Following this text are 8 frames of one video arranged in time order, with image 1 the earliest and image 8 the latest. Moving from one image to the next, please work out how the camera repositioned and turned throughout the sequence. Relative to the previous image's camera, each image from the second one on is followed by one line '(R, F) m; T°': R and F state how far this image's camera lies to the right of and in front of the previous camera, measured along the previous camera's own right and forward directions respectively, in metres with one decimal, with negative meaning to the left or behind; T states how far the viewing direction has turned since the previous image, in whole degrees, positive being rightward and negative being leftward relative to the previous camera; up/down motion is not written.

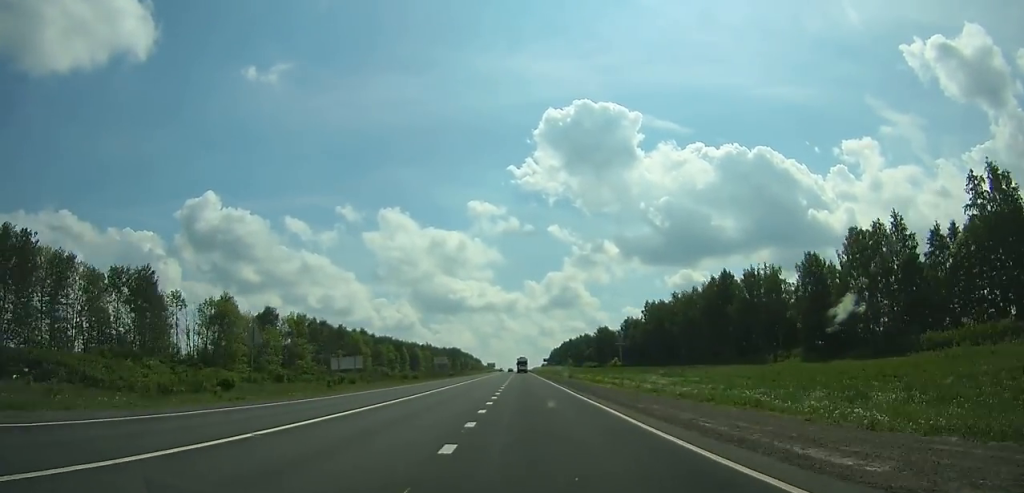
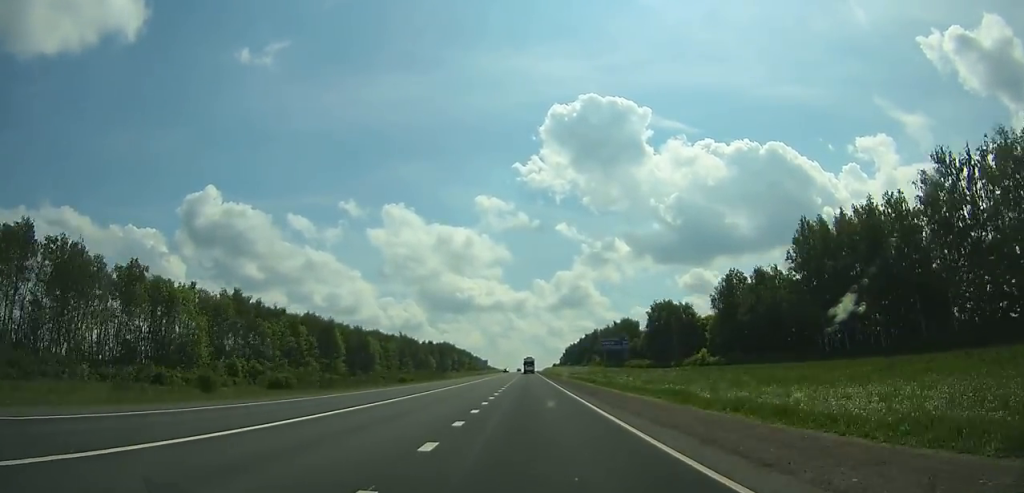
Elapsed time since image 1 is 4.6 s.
(-0.9, +115.0) m; -1°
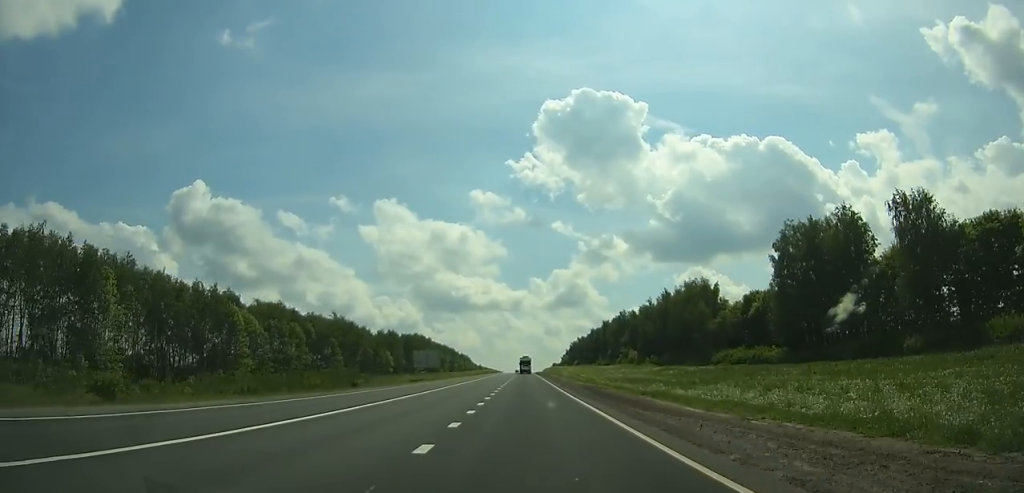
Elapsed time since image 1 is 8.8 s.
(-0.2, +100.5) m; 0°
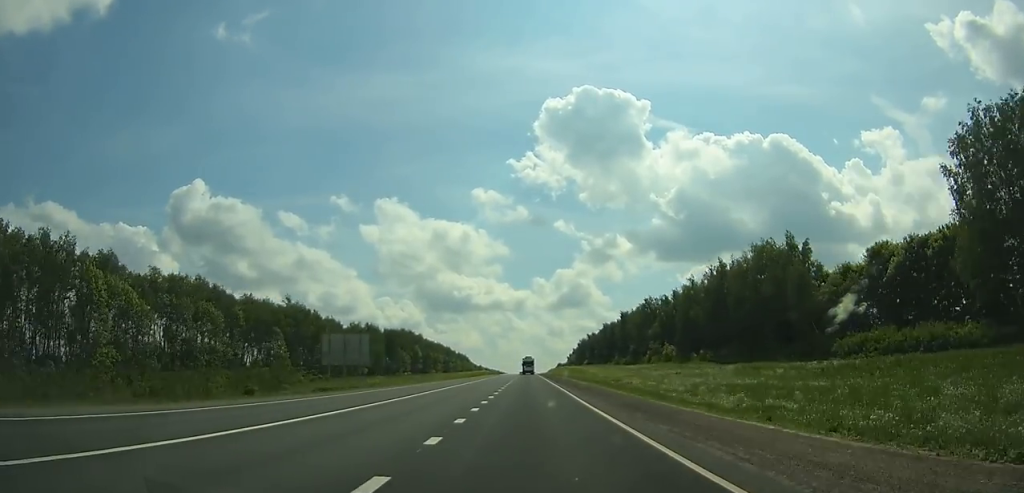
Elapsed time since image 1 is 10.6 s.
(+0.1, +42.3) m; 0°
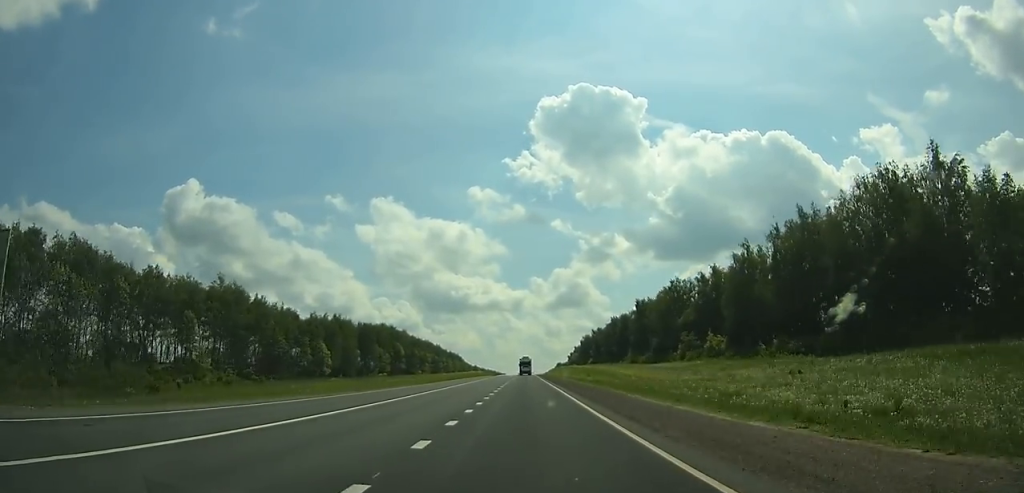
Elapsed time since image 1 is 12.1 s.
(0.0, +35.2) m; 0°
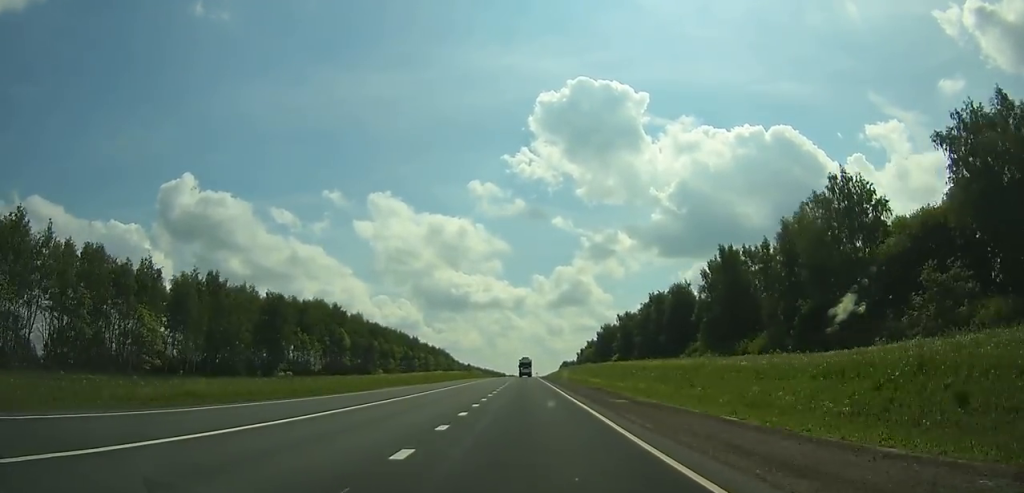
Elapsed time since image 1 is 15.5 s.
(-0.2, +80.0) m; 0°
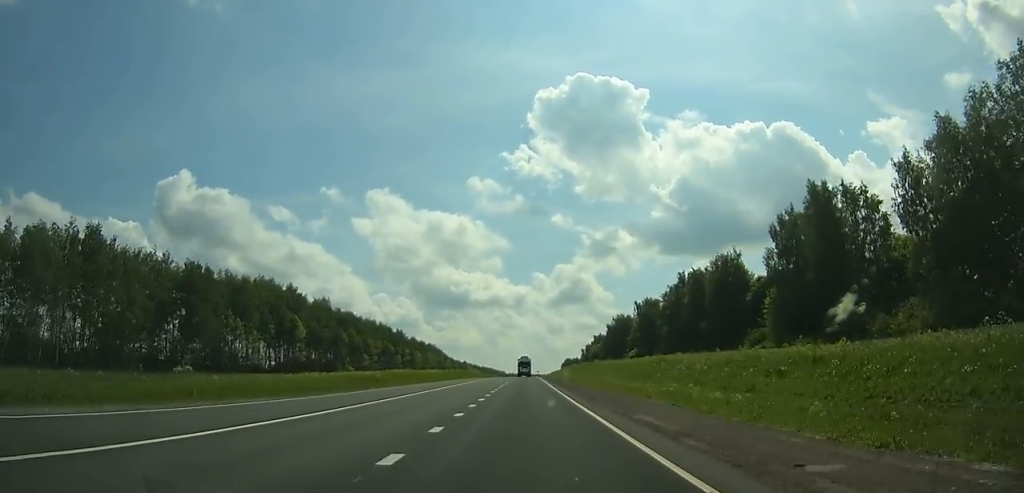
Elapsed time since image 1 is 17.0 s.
(0.0, +35.5) m; 0°
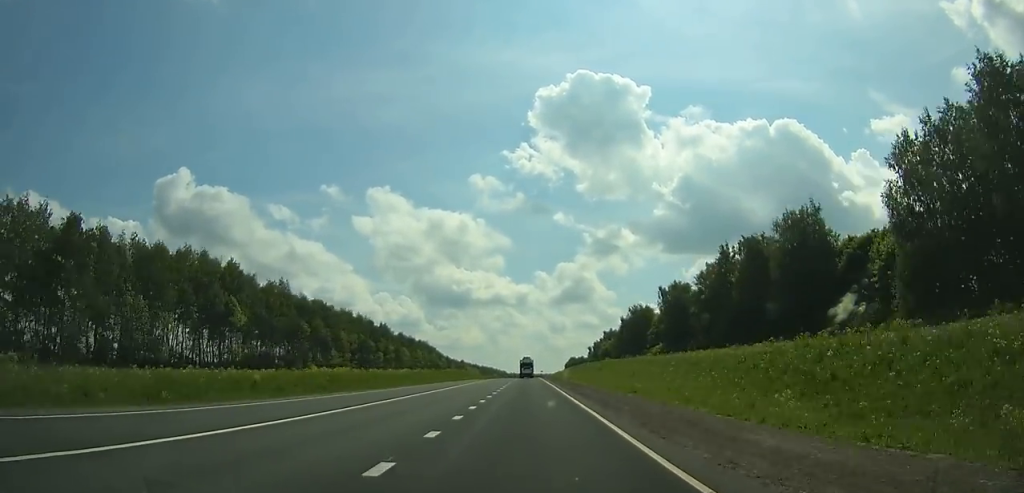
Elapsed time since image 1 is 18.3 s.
(0.0, +30.8) m; 0°
